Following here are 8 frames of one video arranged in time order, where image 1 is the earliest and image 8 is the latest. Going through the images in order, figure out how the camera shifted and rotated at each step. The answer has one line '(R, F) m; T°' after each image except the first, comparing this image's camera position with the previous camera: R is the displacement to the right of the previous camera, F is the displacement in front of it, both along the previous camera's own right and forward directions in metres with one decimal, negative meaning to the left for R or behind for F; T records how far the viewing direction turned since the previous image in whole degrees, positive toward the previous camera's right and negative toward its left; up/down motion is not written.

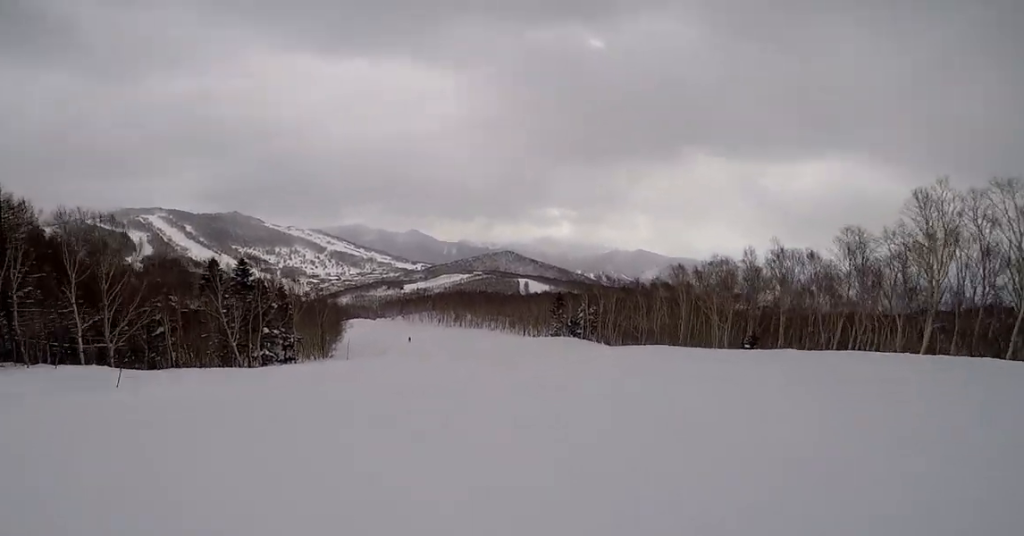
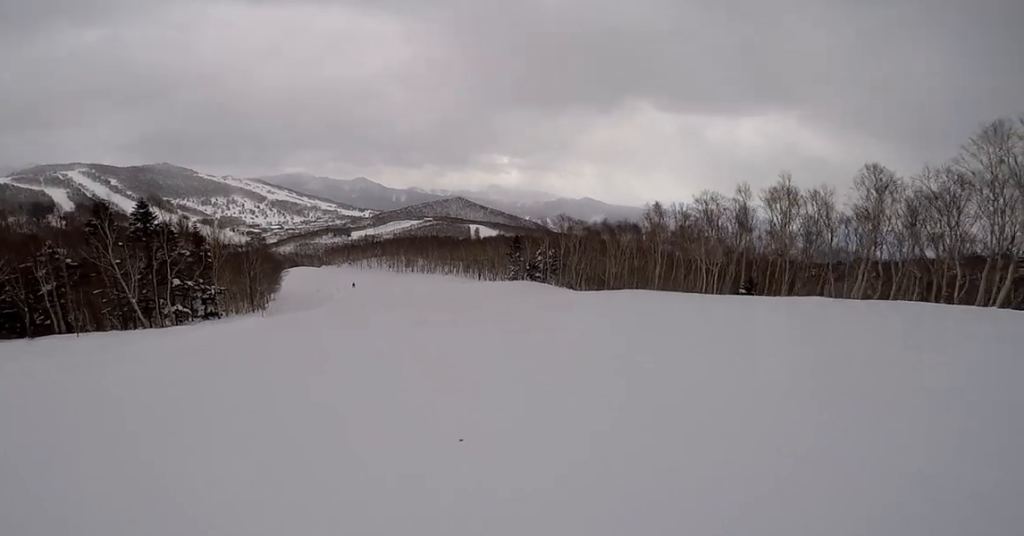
(+0.3, +6.5) m; +4°
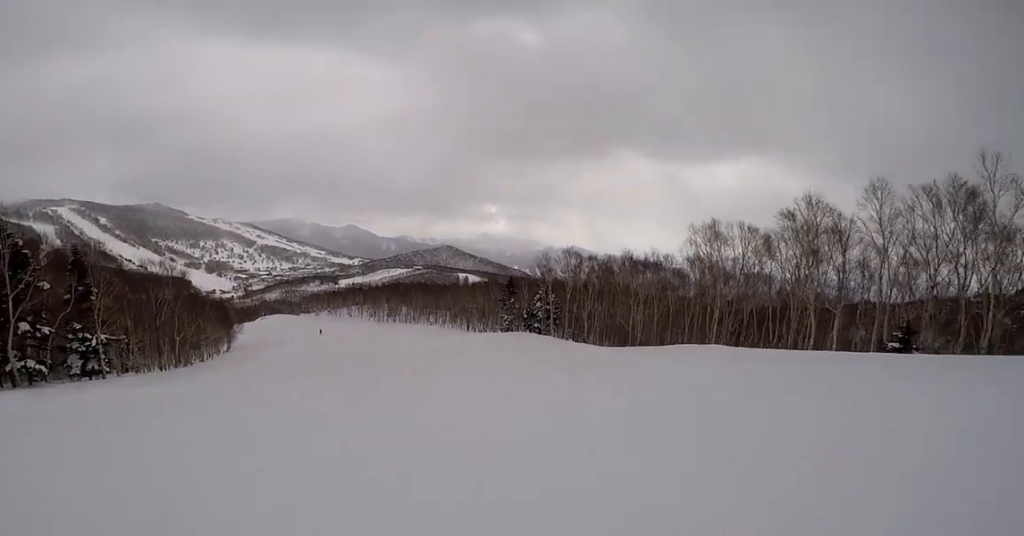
(+0.5, +13.7) m; 0°
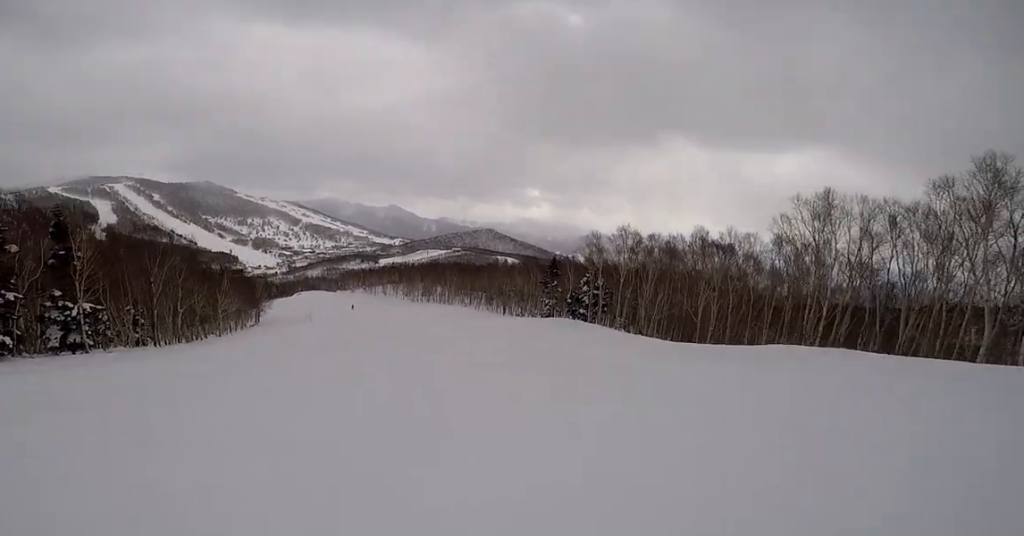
(+0.3, +6.3) m; -5°
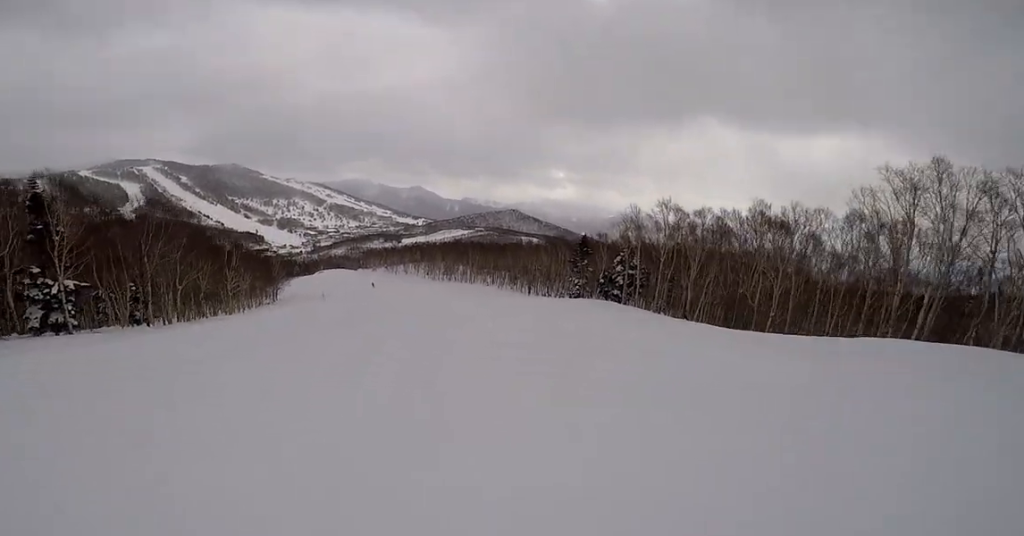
(-0.4, +4.1) m; -6°
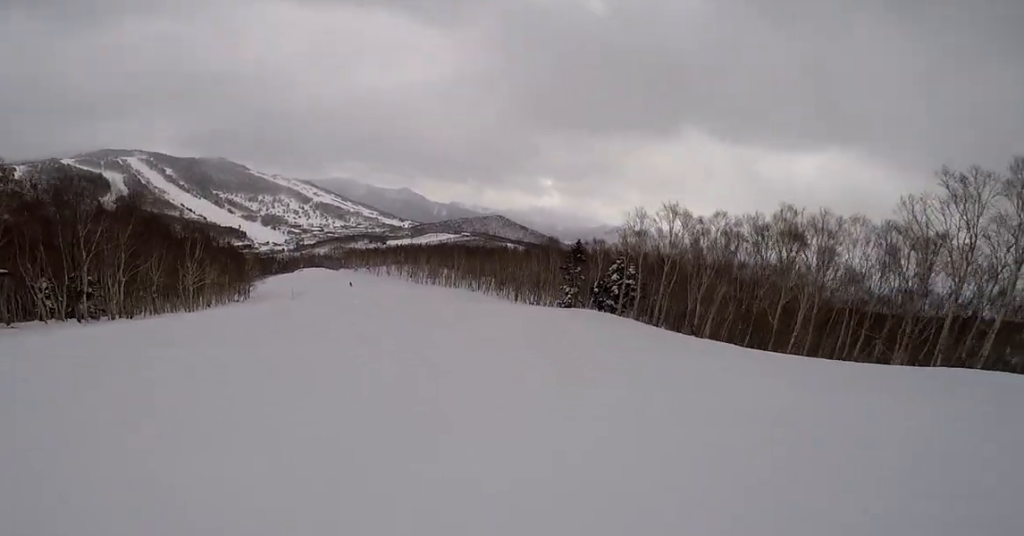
(-0.2, +4.4) m; -6°
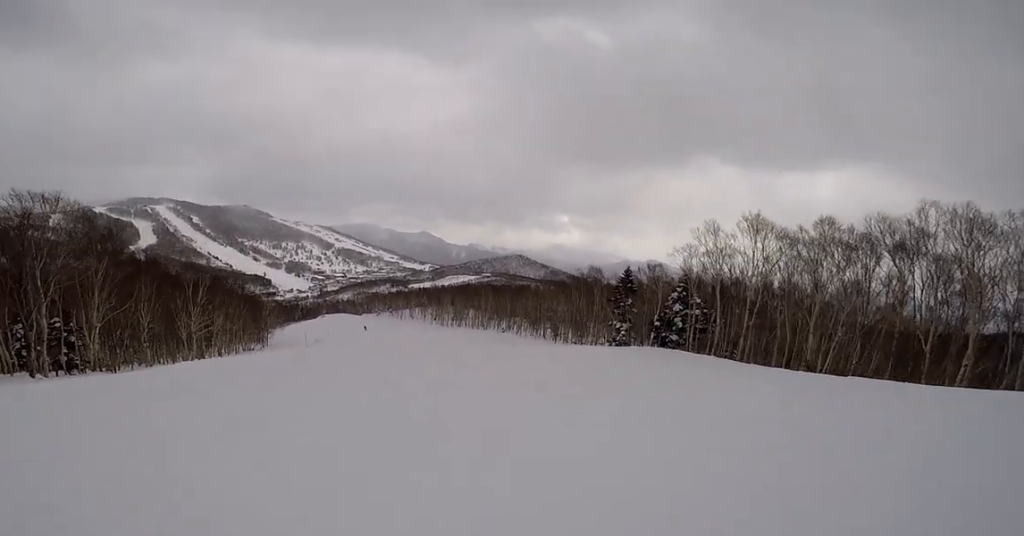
(-0.7, +7.2) m; +1°
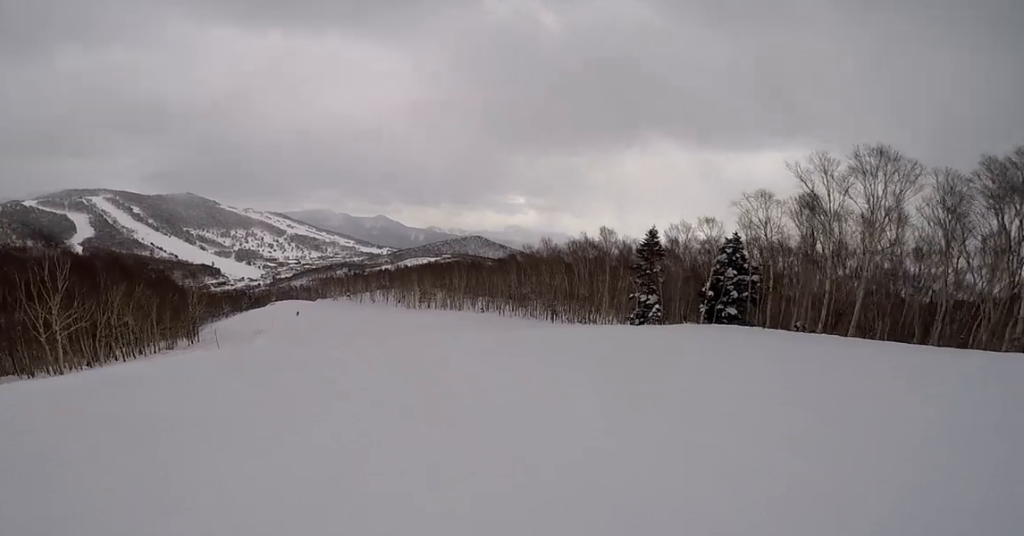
(+1.6, +13.4) m; +9°
